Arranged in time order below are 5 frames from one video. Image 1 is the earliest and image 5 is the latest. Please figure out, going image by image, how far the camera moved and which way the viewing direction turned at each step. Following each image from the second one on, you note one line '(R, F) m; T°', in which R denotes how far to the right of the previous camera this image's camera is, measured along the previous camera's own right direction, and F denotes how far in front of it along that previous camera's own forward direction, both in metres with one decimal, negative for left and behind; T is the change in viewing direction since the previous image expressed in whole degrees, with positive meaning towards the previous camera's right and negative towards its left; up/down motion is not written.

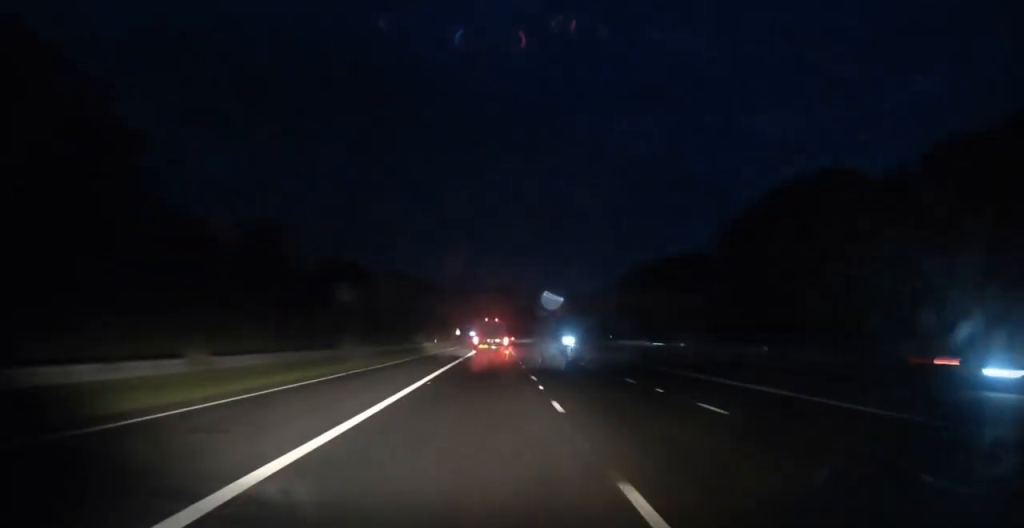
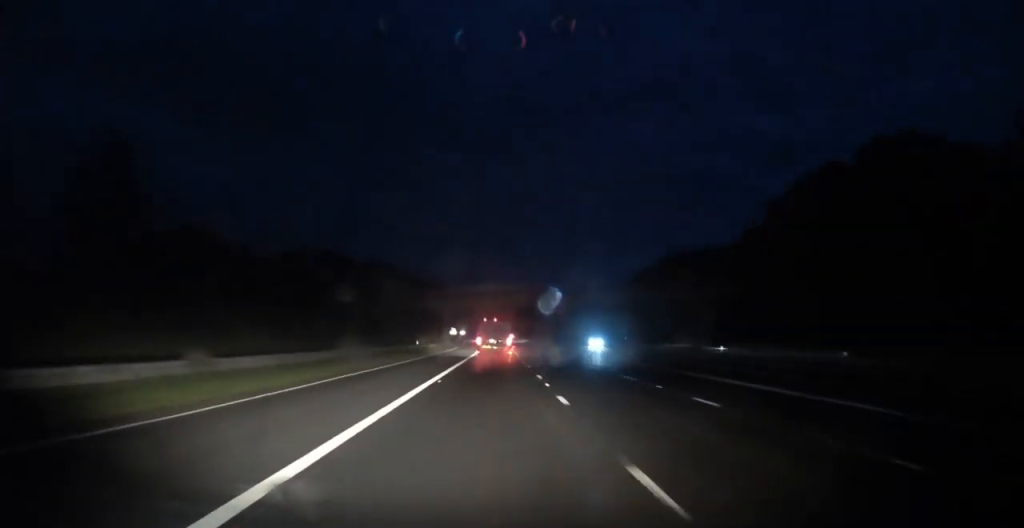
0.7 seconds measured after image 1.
(+0.2, +17.9) m; 0°
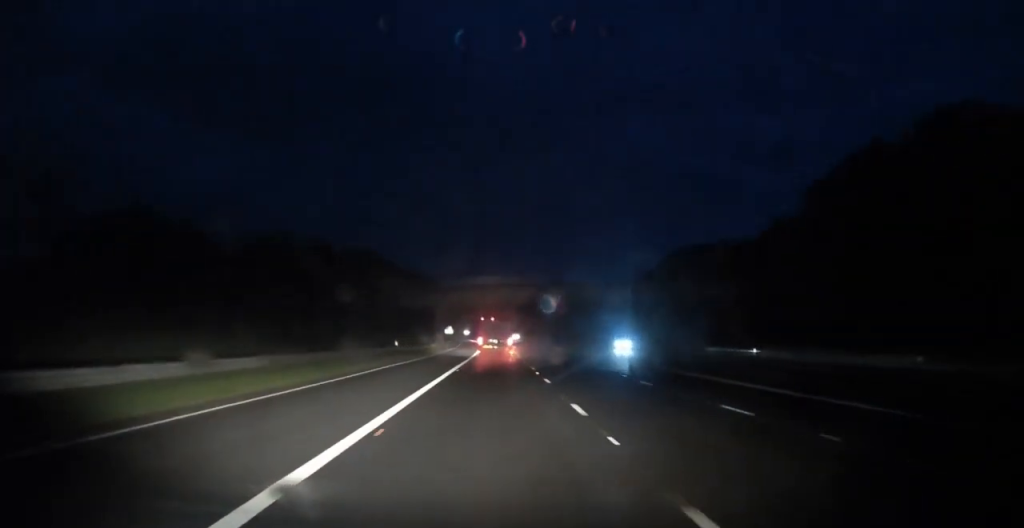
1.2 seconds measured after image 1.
(-0.1, +11.5) m; 0°
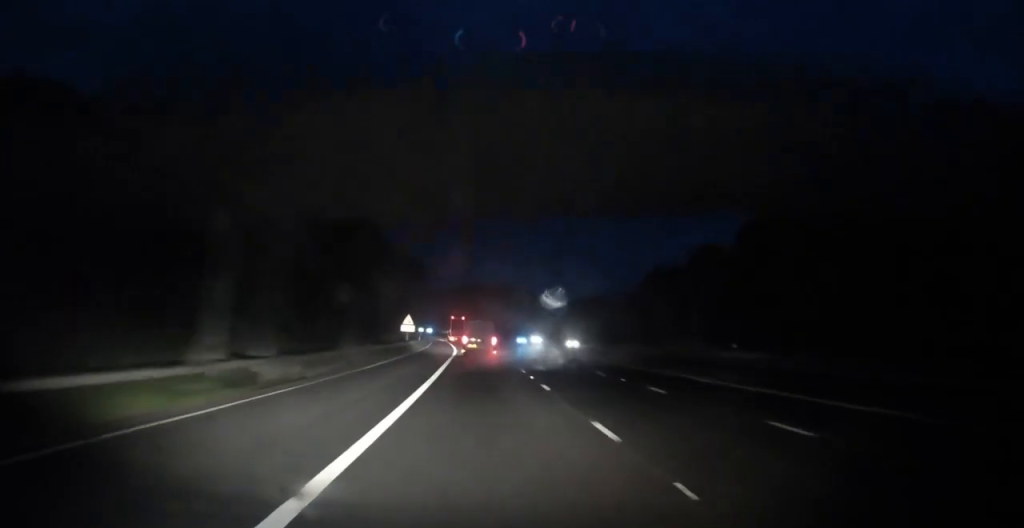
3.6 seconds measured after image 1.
(-0.2, +60.1) m; 0°
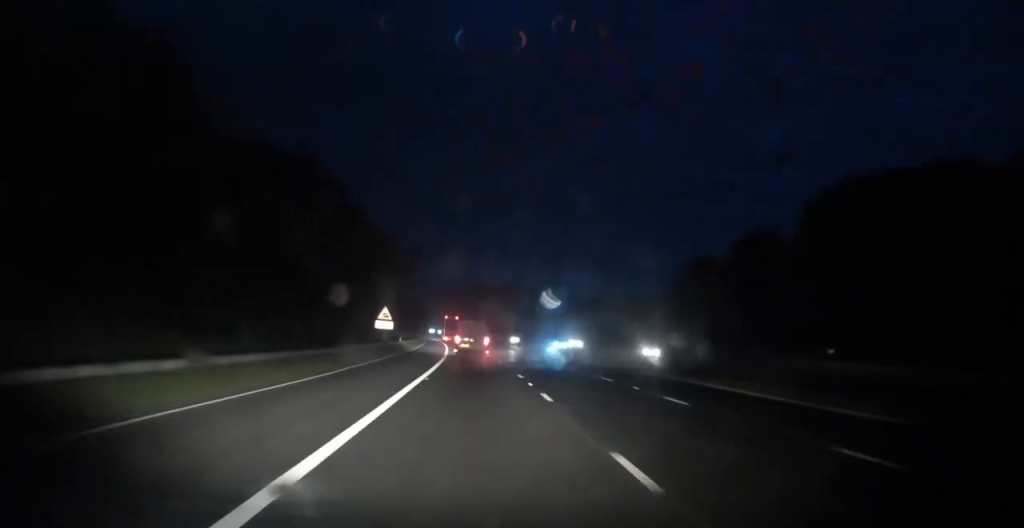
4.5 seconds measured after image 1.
(+0.1, +22.3) m; 0°
